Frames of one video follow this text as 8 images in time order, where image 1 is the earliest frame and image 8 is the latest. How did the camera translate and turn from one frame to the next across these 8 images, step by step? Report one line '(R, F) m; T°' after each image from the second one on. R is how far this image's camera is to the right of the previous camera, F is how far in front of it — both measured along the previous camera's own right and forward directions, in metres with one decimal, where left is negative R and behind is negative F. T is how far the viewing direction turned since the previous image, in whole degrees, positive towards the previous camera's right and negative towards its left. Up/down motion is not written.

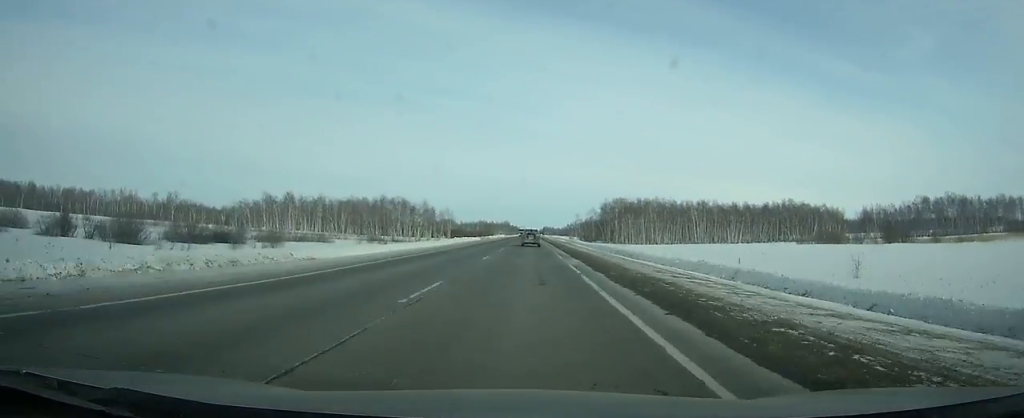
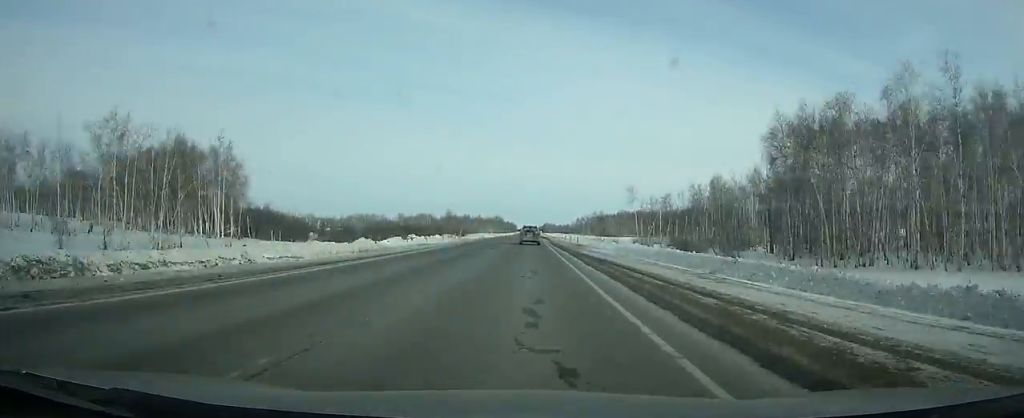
(+0.5, +150.7) m; 0°
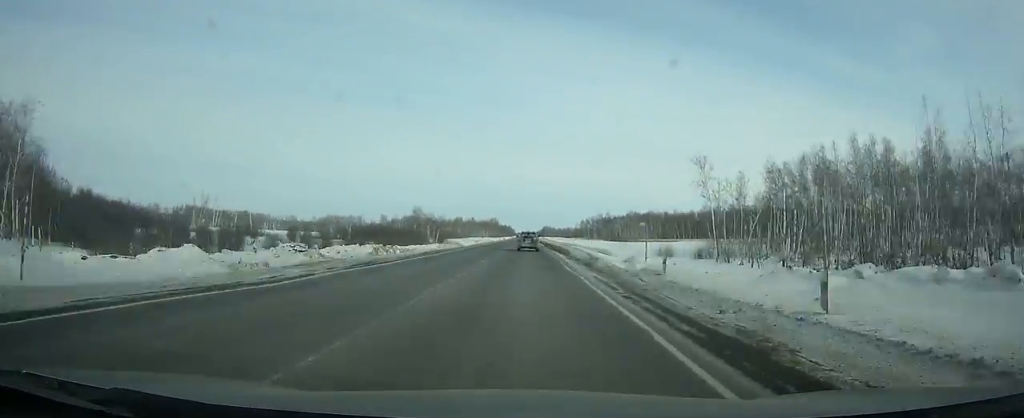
(0.0, +53.7) m; 0°
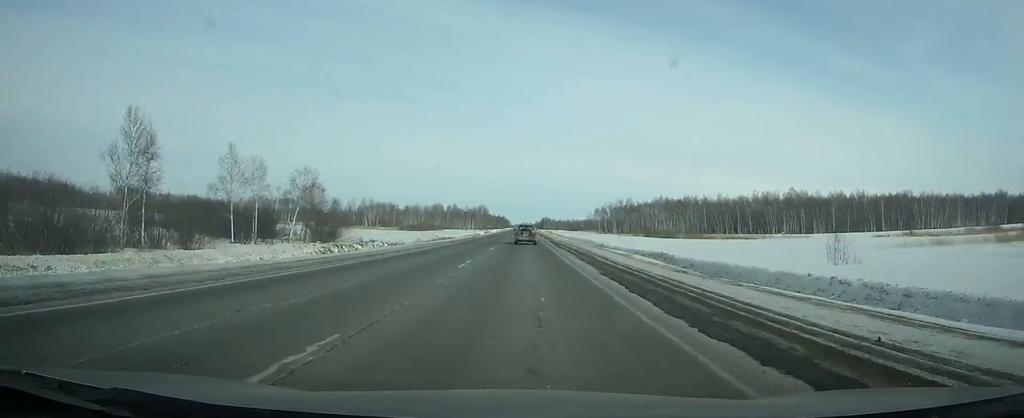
(-0.2, +105.9) m; 0°
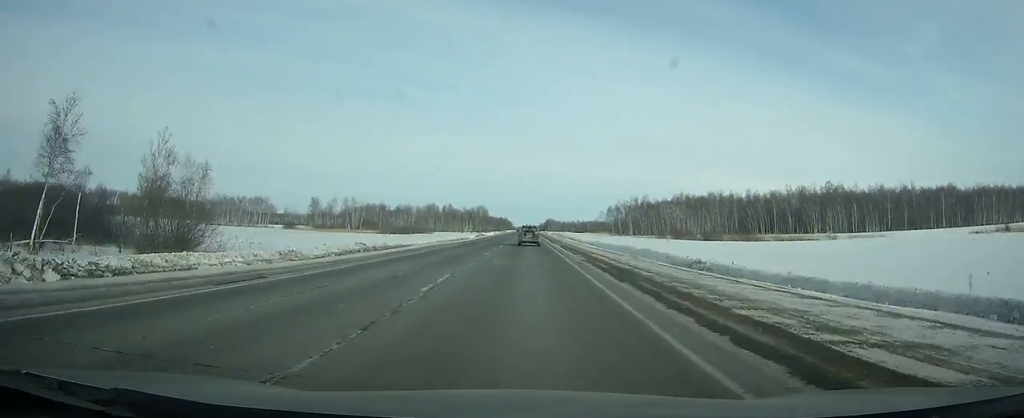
(0.0, +39.8) m; 0°
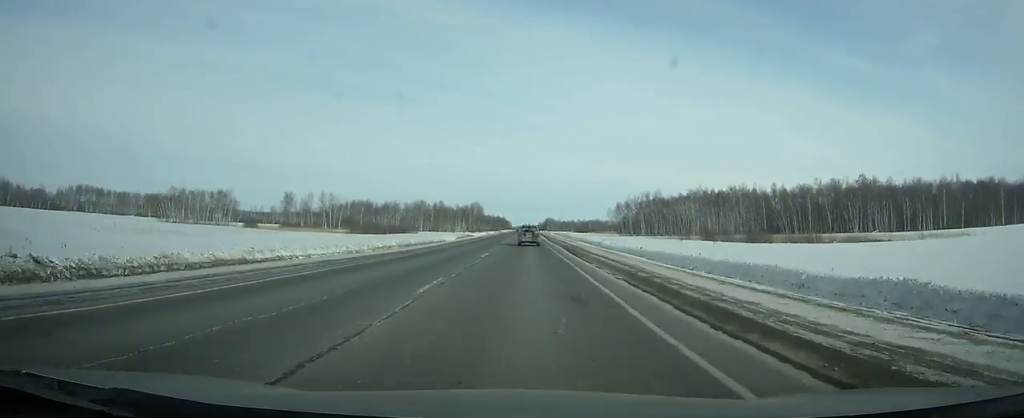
(0.0, +32.3) m; 0°
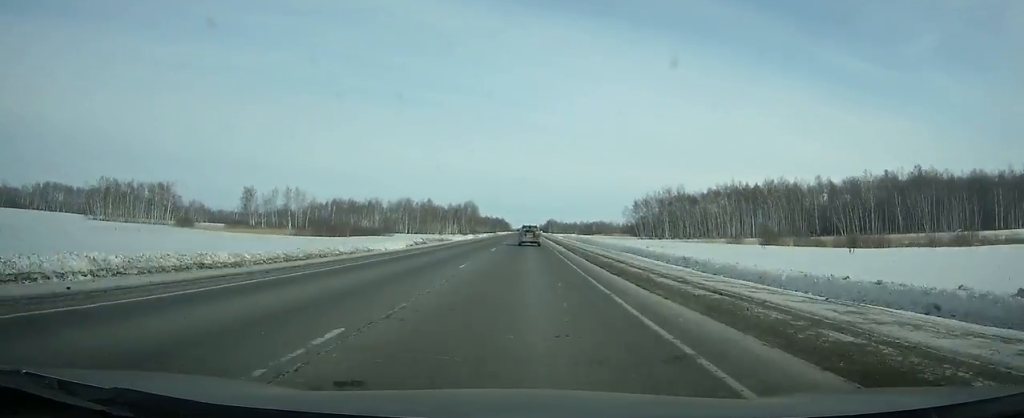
(0.0, +39.6) m; 0°
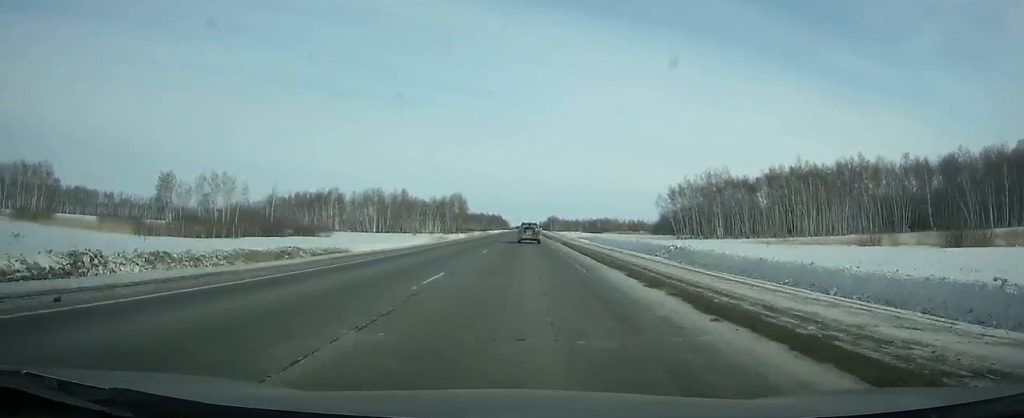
(0.0, +56.7) m; 0°
